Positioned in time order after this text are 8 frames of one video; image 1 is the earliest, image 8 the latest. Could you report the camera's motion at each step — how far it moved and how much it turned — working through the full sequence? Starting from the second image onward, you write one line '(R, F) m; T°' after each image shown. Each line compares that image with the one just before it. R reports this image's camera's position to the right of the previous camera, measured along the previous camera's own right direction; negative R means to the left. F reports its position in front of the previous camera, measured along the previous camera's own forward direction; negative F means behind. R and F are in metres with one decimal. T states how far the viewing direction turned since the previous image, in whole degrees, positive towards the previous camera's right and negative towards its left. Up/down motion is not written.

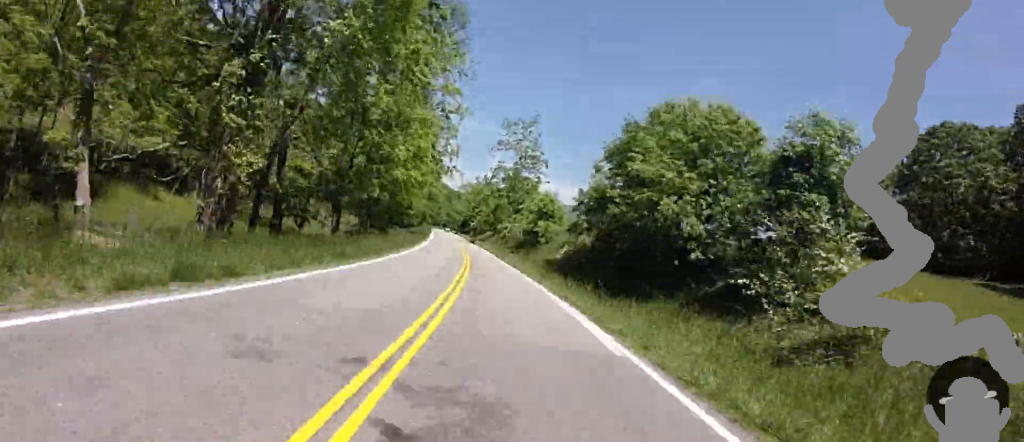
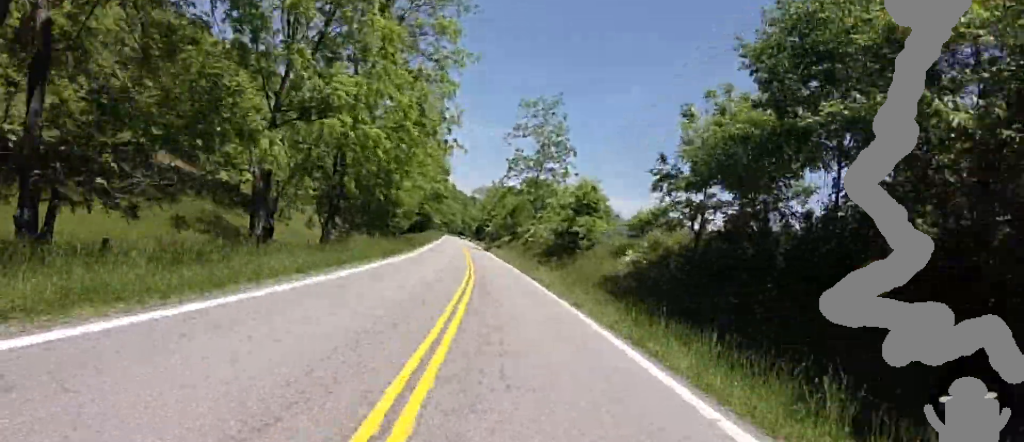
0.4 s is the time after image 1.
(-0.6, +12.2) m; -2°
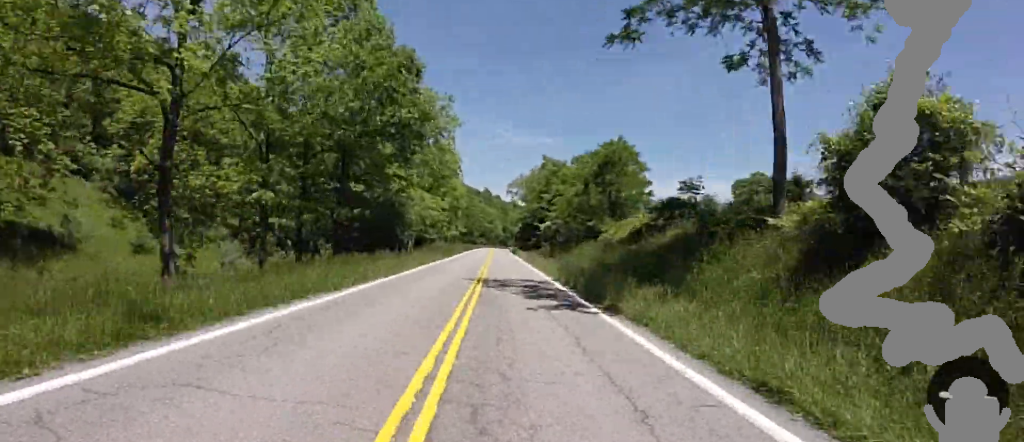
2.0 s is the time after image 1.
(-1.6, +45.3) m; -2°
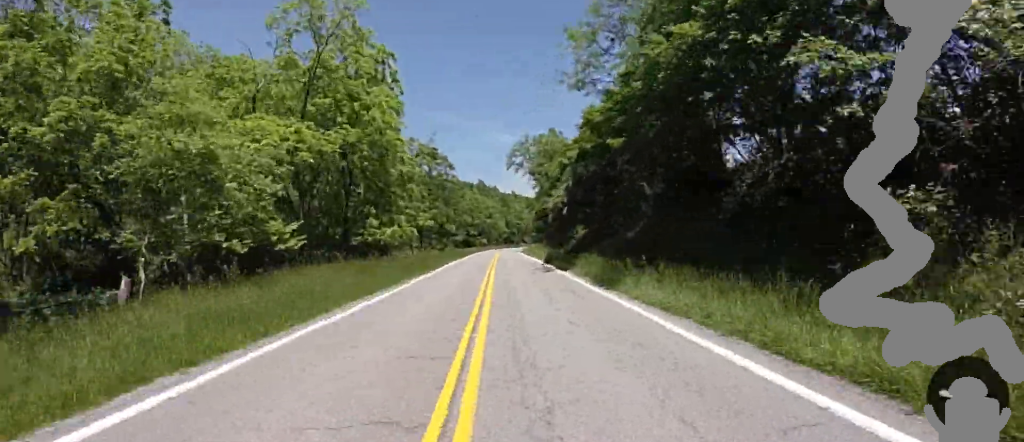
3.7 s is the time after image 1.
(+2.4, +45.1) m; +7°
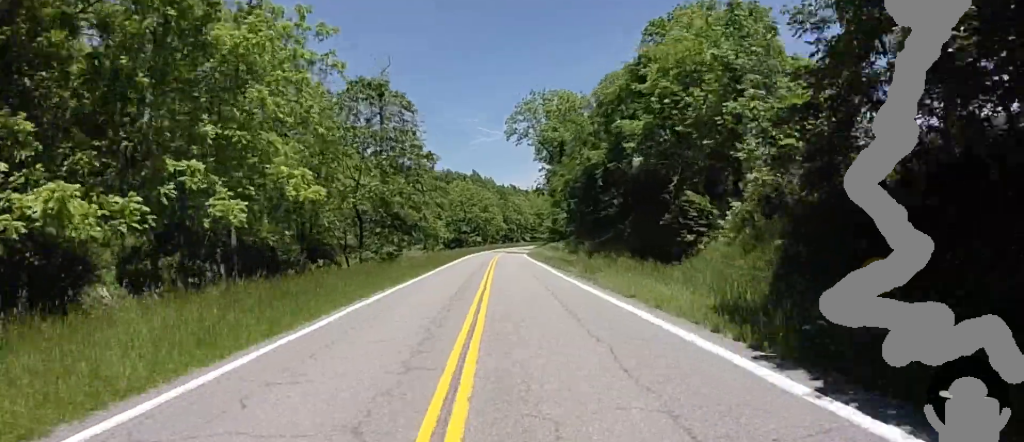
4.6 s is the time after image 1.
(-0.2, +24.2) m; 0°
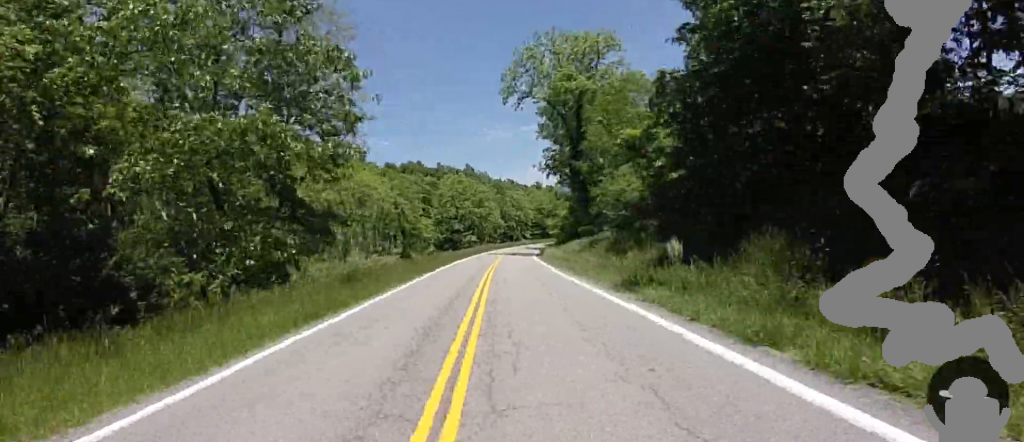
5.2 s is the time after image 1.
(0.0, +16.9) m; +2°
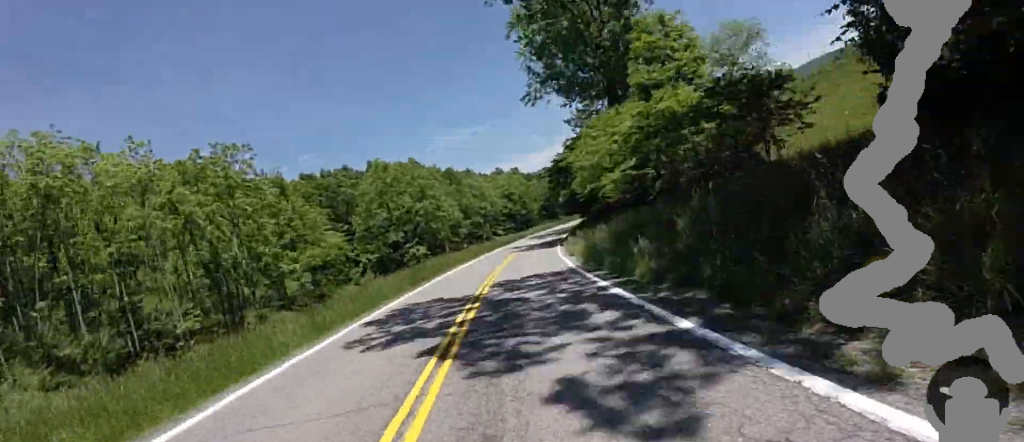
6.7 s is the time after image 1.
(+2.7, +40.7) m; +9°
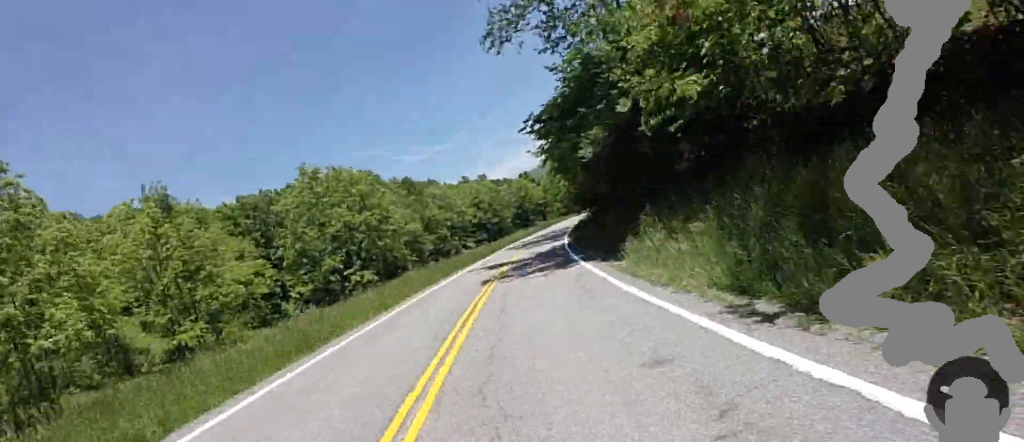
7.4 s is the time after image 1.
(+0.8, +17.4) m; +2°
